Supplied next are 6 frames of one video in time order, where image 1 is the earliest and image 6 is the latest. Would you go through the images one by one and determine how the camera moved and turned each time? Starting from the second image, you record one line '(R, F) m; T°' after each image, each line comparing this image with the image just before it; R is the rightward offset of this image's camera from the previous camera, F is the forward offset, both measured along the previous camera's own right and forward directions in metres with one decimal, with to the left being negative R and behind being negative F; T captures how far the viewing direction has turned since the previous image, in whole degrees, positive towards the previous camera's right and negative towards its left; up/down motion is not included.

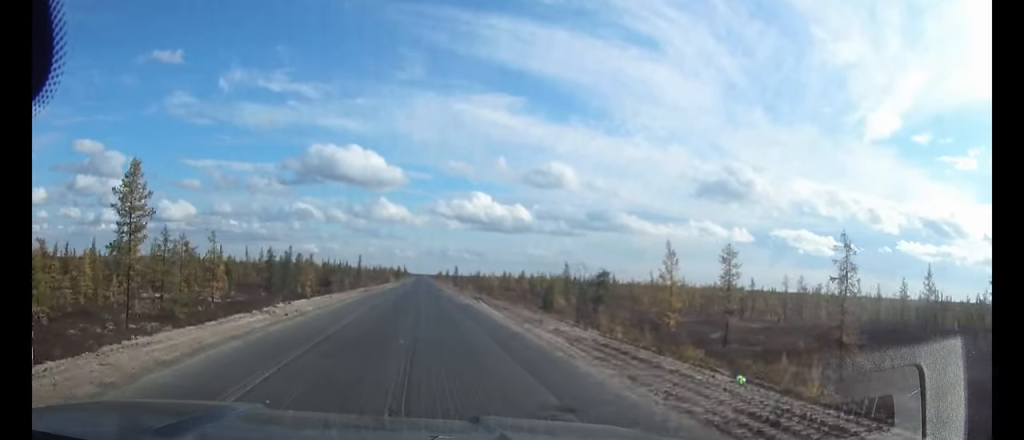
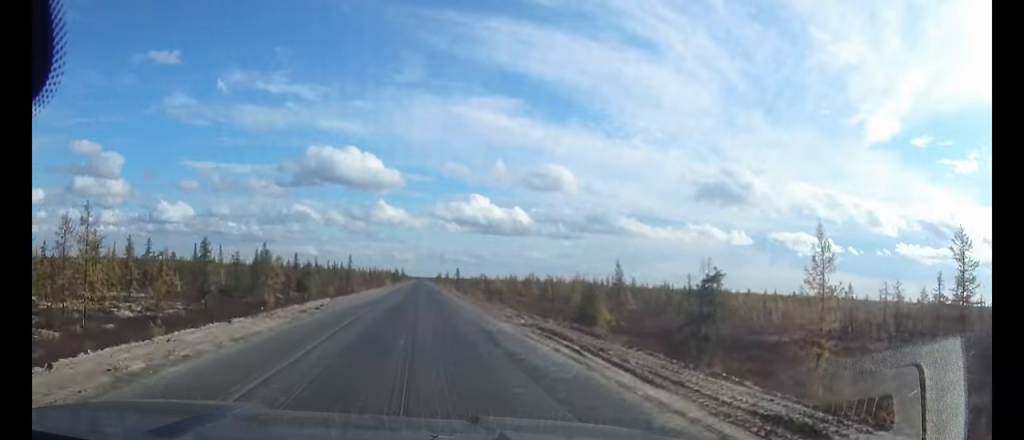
(0.0, +22.2) m; 0°
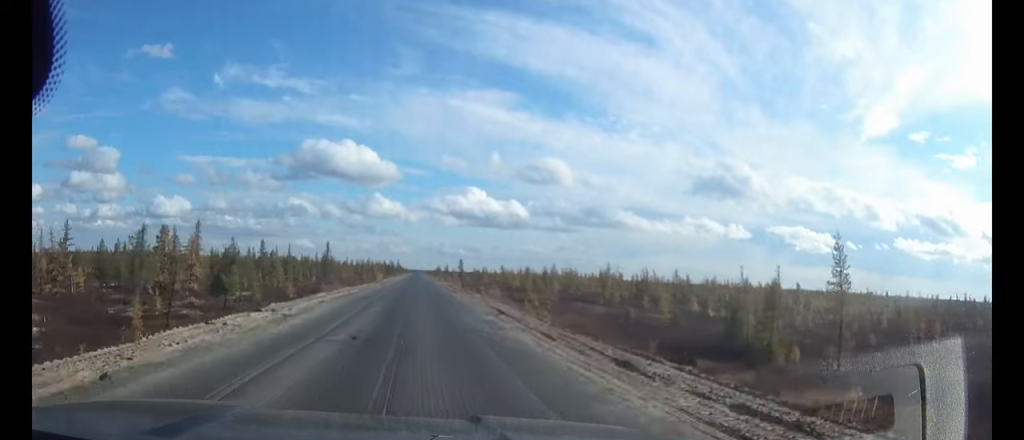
(0.0, +34.7) m; 0°
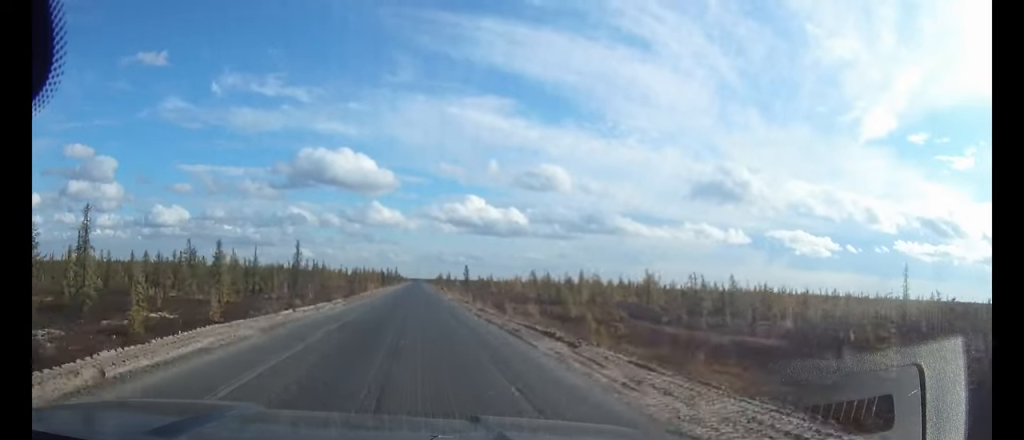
(0.0, +30.3) m; 0°
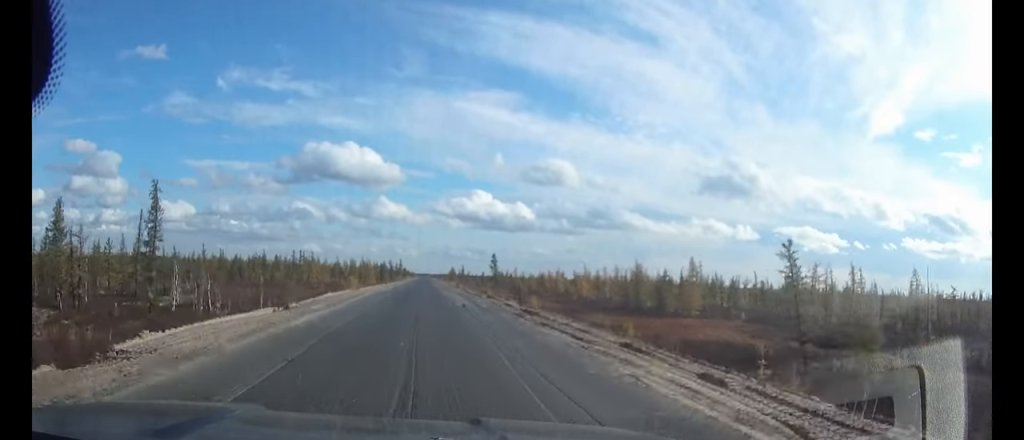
(-0.1, +53.8) m; 0°
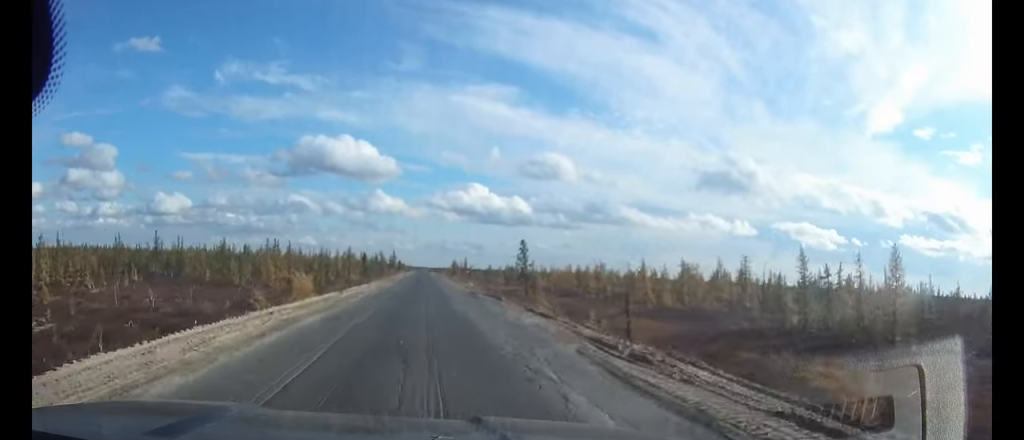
(+0.1, +44.9) m; 0°
